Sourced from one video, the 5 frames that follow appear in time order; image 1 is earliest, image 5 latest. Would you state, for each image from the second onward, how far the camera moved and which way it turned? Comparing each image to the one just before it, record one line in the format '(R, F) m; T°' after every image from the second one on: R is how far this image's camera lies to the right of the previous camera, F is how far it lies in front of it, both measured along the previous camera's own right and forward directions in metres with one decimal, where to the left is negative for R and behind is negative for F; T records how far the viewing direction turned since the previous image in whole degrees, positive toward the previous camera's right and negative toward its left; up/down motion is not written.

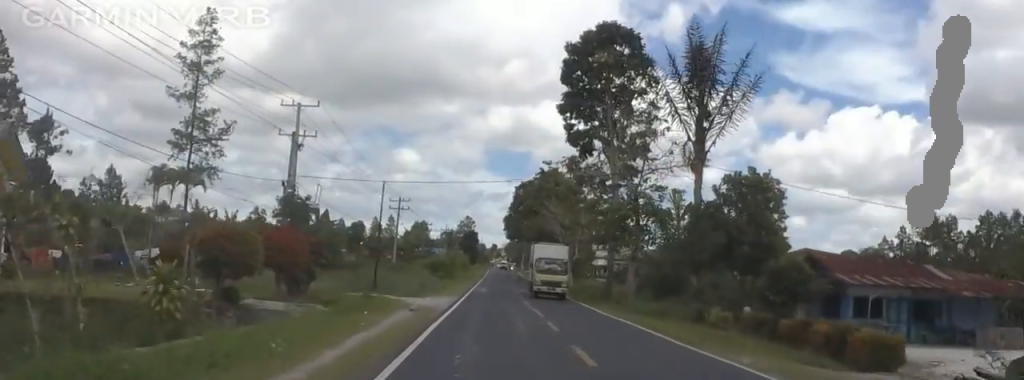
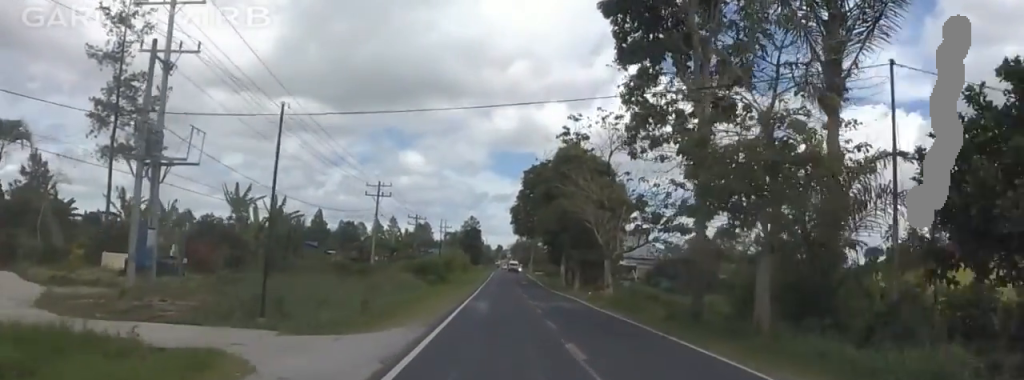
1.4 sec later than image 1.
(-0.2, +22.5) m; -3°
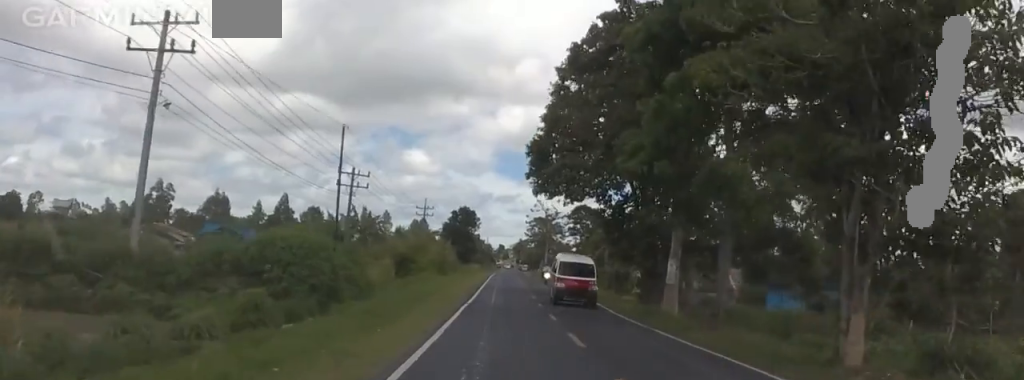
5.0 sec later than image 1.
(+1.4, +54.5) m; +3°
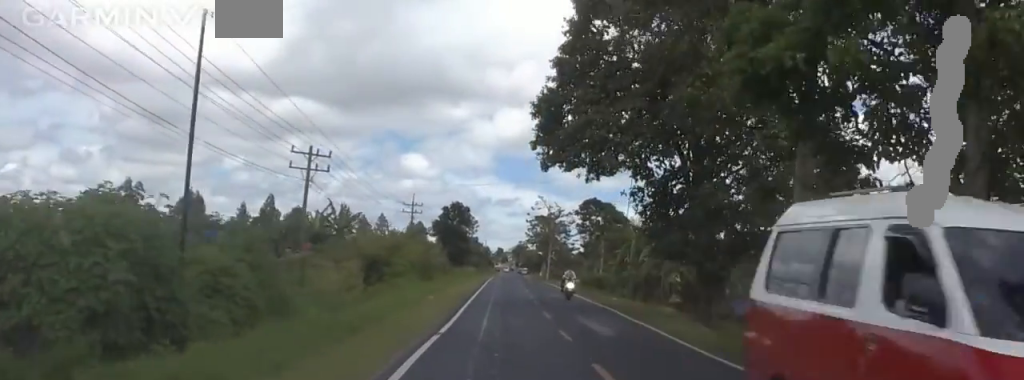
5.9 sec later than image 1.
(0.0, +13.9) m; 0°
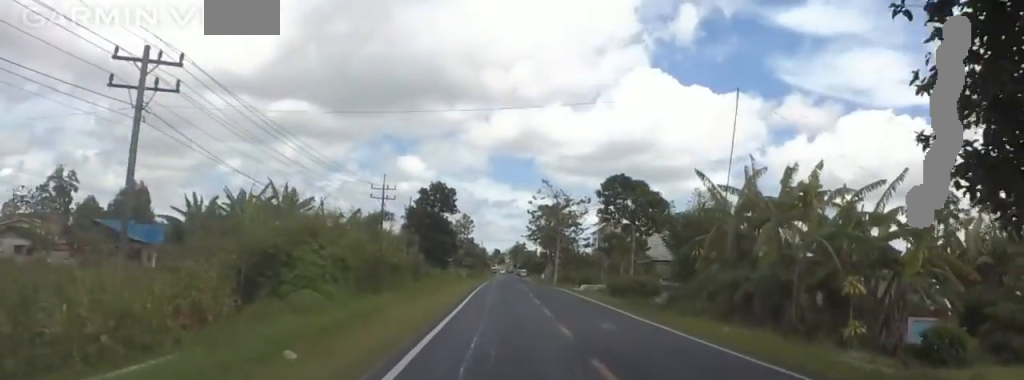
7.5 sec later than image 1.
(-0.1, +24.2) m; -1°
